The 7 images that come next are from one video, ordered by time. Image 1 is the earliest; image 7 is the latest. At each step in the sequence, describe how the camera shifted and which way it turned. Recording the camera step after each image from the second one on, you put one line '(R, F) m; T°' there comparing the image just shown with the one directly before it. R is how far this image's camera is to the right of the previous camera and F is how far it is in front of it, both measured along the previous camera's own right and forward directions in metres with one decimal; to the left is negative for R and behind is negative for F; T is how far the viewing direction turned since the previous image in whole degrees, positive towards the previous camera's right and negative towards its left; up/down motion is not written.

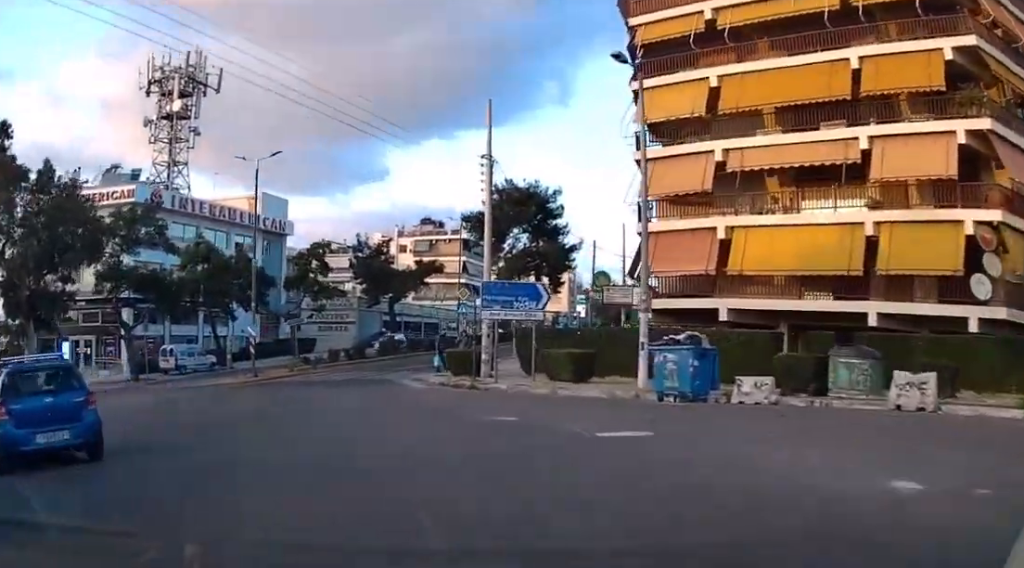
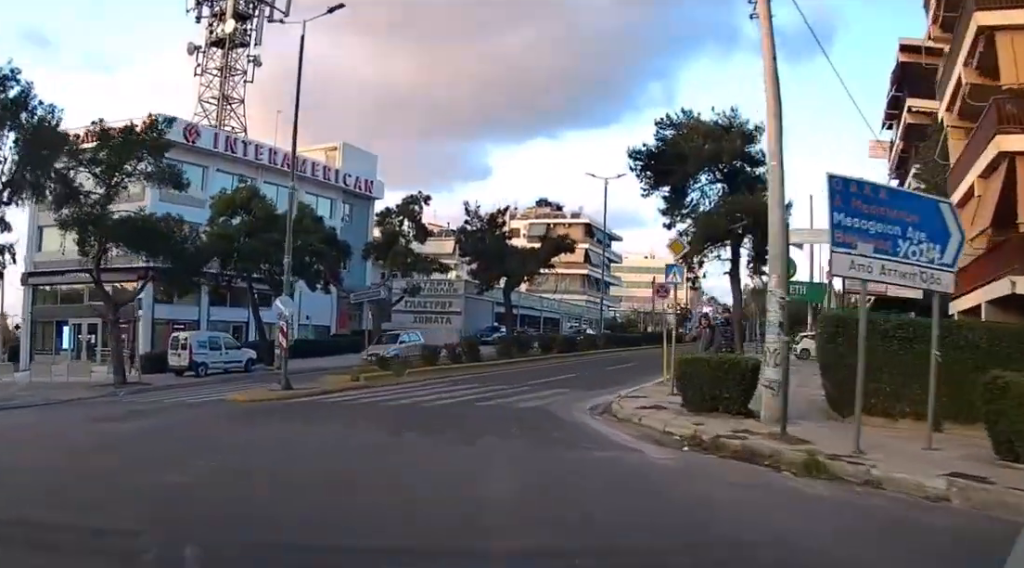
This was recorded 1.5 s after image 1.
(-2.2, +15.6) m; -15°
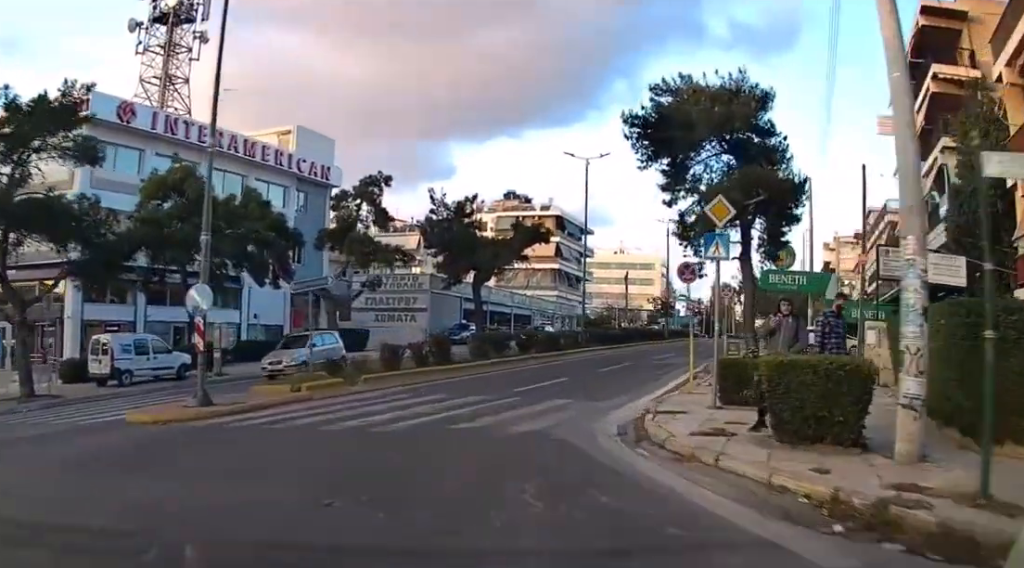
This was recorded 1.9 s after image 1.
(-0.2, +4.3) m; -1°
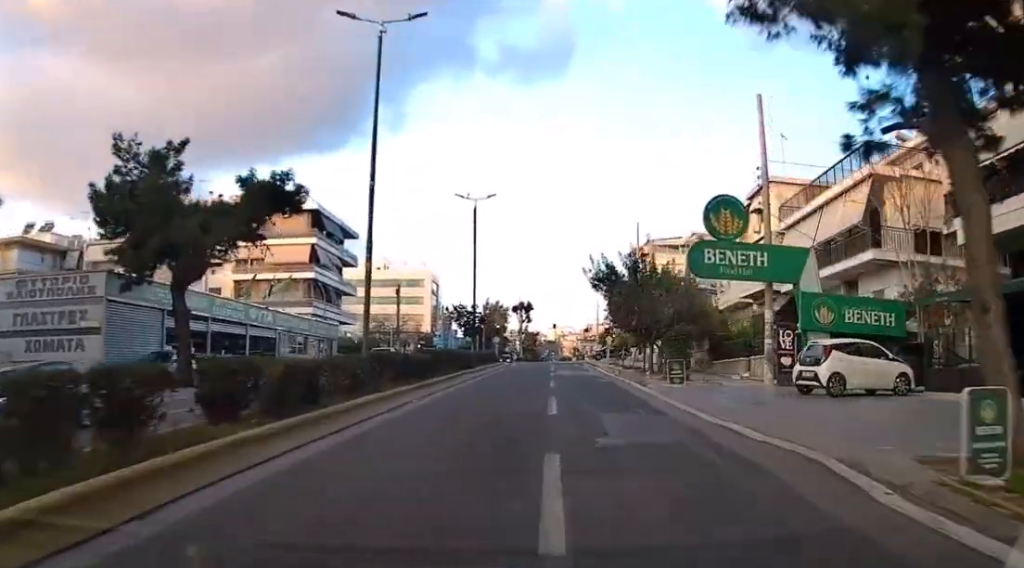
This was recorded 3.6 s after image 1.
(-0.1, +19.1) m; +6°
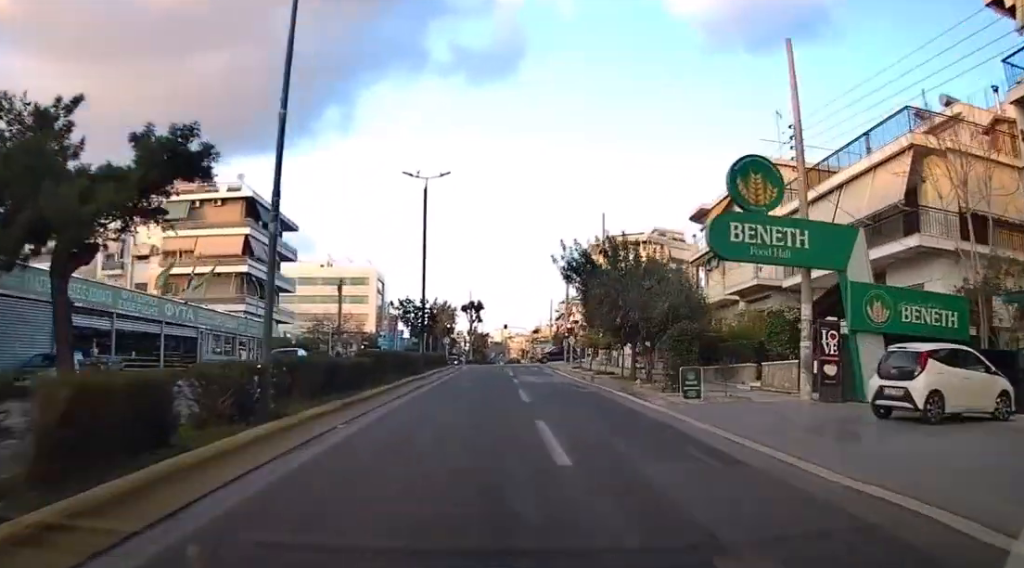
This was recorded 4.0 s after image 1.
(+0.4, +5.7) m; +5°
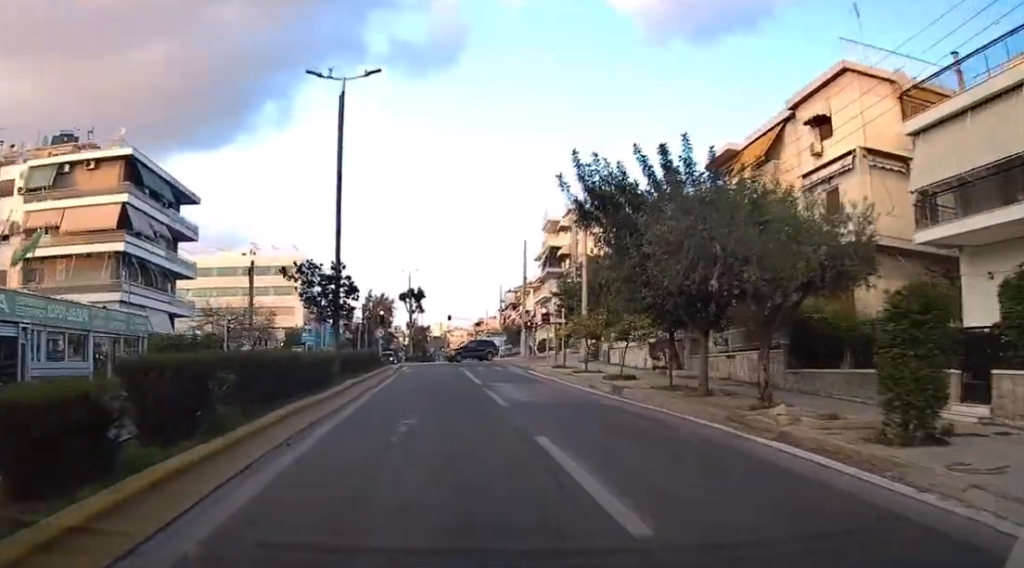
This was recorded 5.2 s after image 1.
(+1.6, +14.5) m; +10°
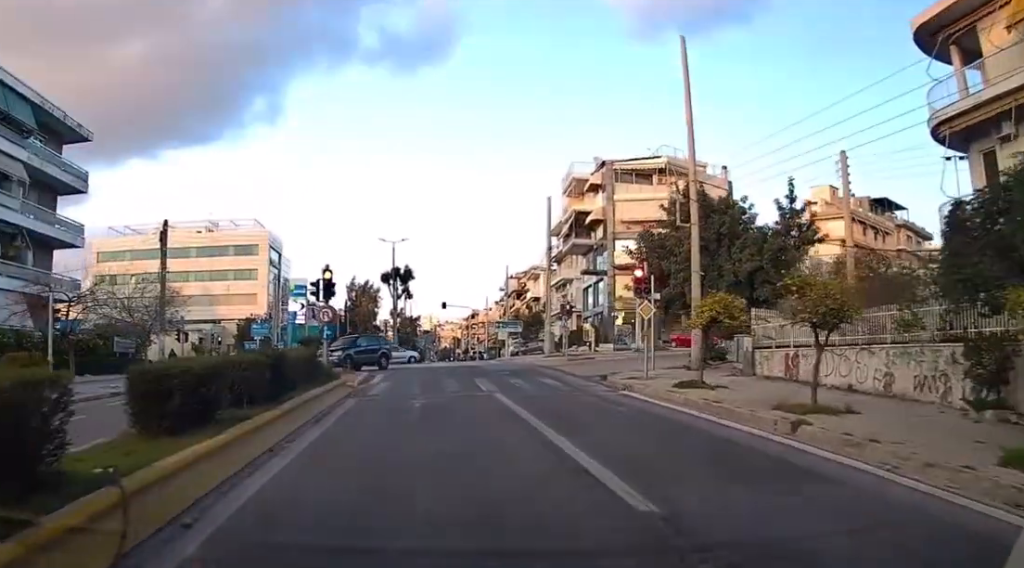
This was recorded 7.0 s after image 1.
(+1.7, +22.0) m; +6°
